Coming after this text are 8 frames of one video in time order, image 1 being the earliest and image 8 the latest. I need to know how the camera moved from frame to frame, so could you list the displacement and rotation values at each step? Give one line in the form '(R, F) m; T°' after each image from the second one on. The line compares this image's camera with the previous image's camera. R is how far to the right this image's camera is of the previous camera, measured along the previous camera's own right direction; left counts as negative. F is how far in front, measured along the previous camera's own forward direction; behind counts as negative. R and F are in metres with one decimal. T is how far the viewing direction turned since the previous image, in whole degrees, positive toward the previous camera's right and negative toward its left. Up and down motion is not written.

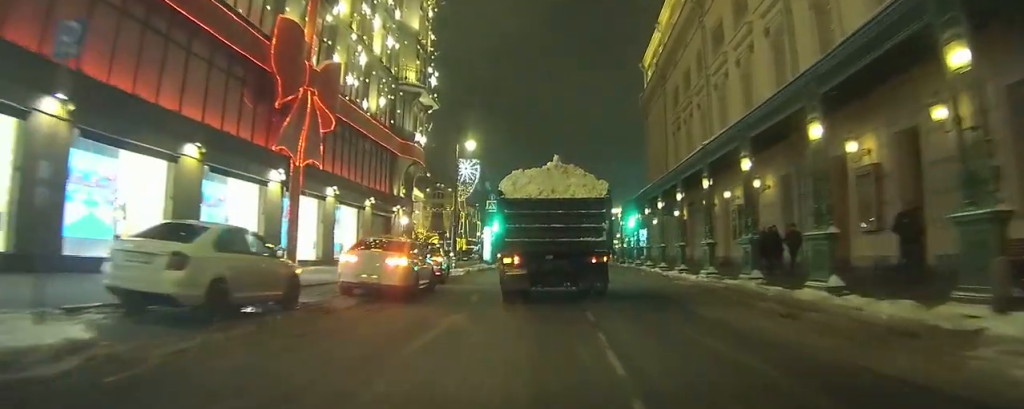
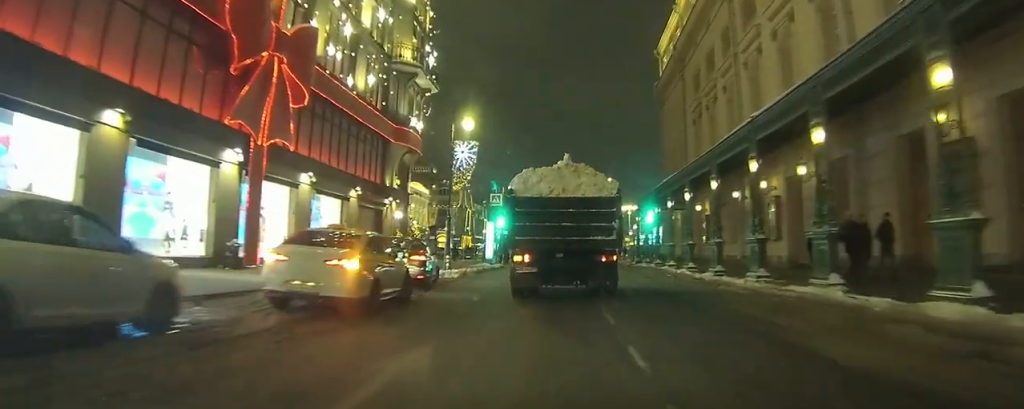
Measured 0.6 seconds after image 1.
(+0.2, +3.6) m; +2°
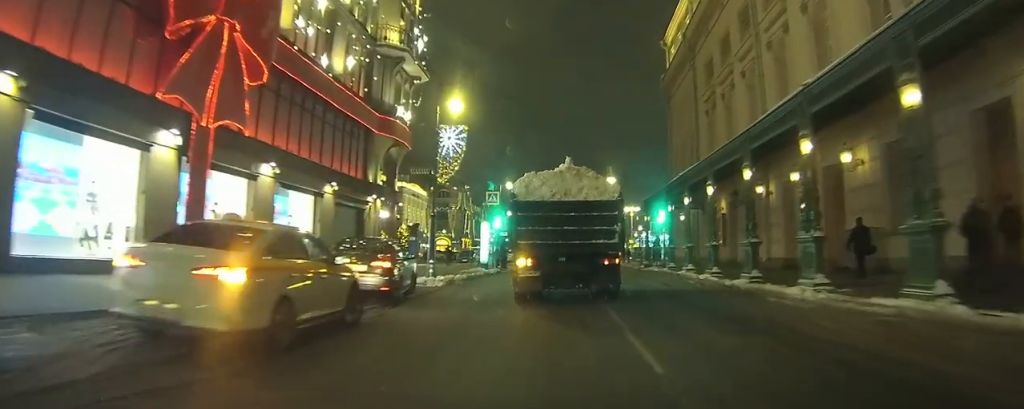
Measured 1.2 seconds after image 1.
(+0.1, +3.3) m; +2°
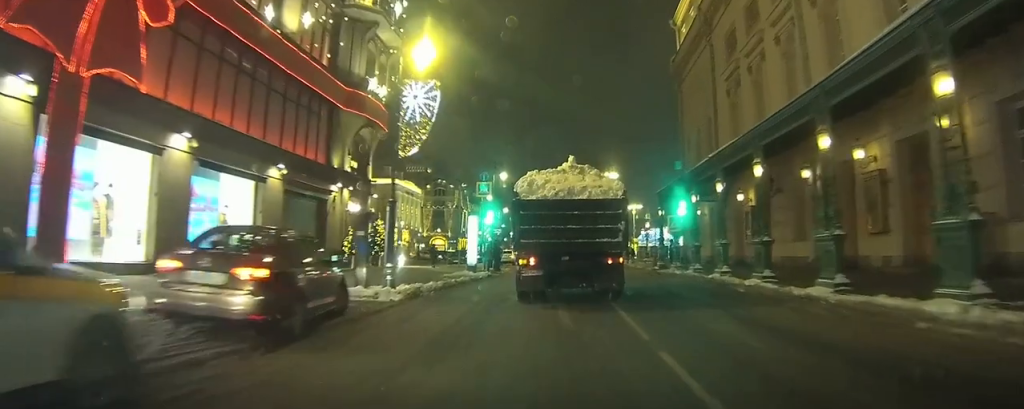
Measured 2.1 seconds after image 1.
(-0.1, +5.1) m; +2°
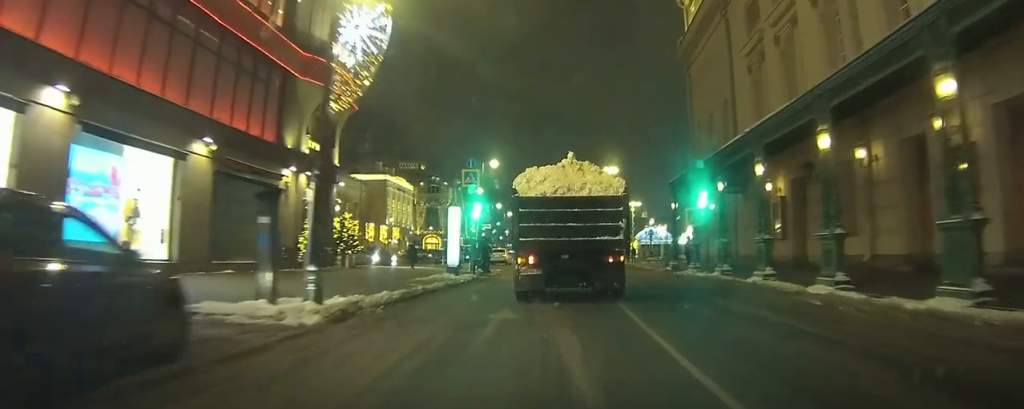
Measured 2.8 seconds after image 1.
(+0.2, +4.4) m; +4°
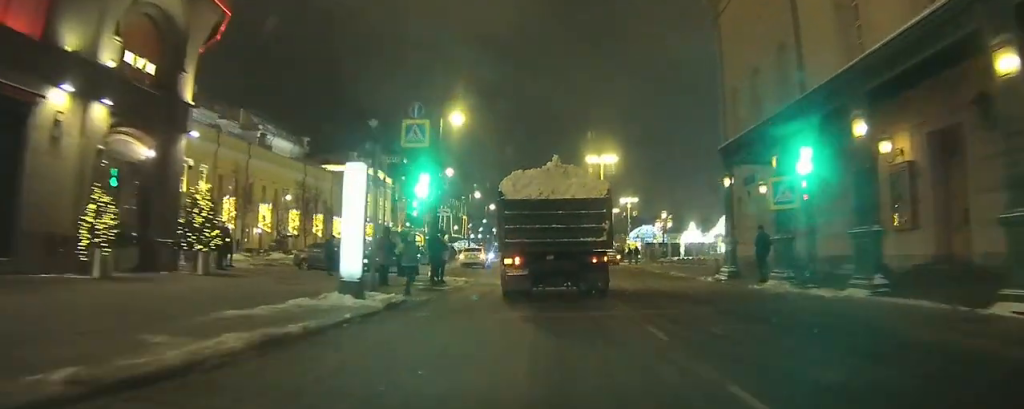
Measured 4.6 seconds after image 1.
(+0.3, +11.2) m; +1°
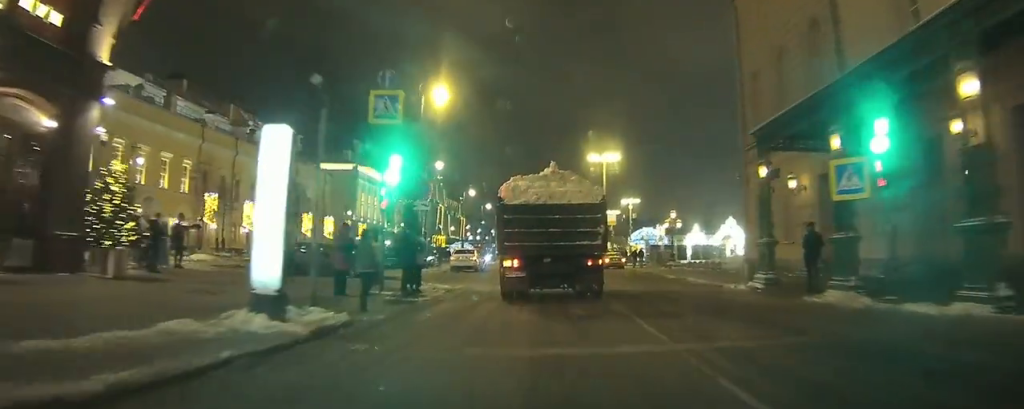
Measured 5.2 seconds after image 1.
(0.0, +3.8) m; -1°
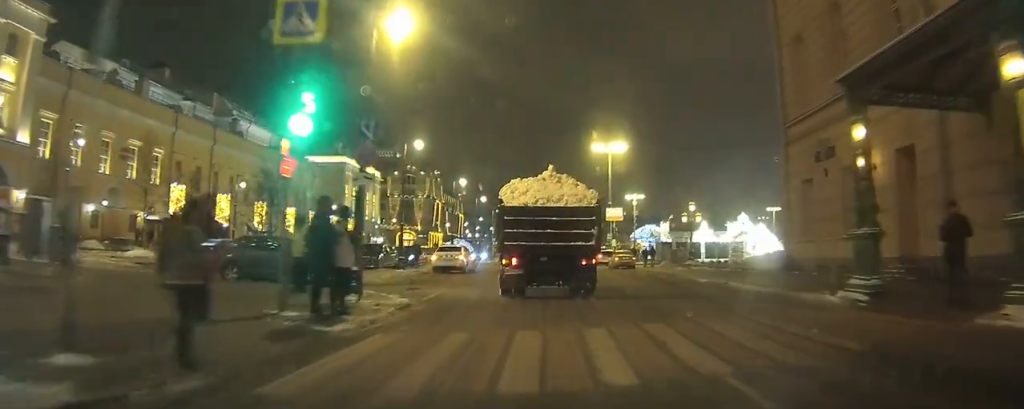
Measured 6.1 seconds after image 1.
(0.0, +5.9) m; -3°
